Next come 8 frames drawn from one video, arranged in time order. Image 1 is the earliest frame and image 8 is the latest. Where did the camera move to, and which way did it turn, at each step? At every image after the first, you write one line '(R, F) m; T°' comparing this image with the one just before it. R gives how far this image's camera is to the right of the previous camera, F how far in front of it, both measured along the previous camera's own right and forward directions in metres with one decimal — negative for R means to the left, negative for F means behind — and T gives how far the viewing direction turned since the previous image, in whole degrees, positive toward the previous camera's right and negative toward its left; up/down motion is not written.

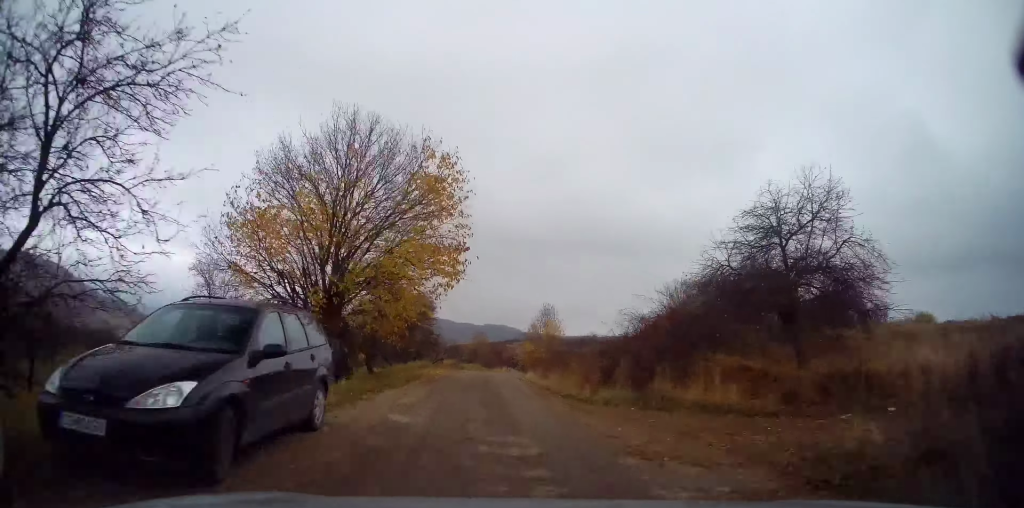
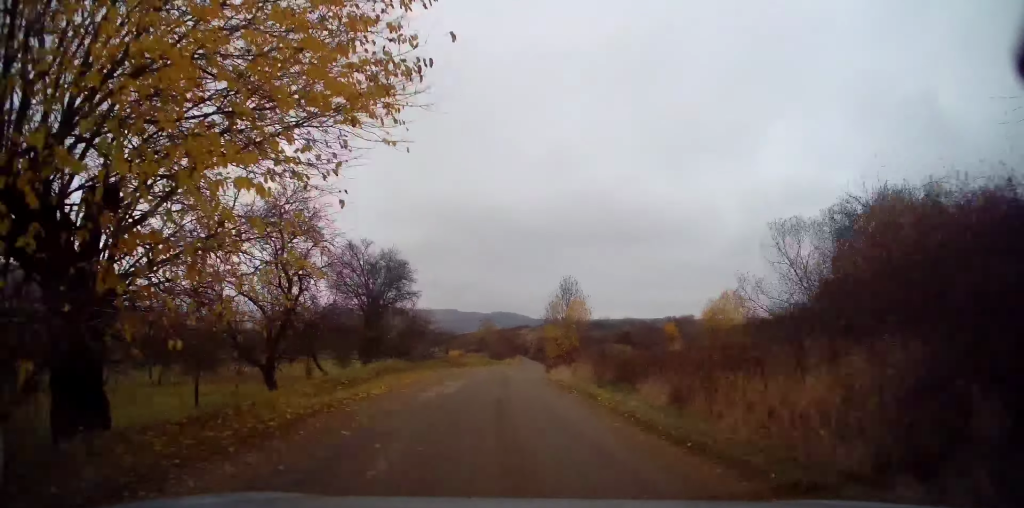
(0.0, +14.7) m; 0°
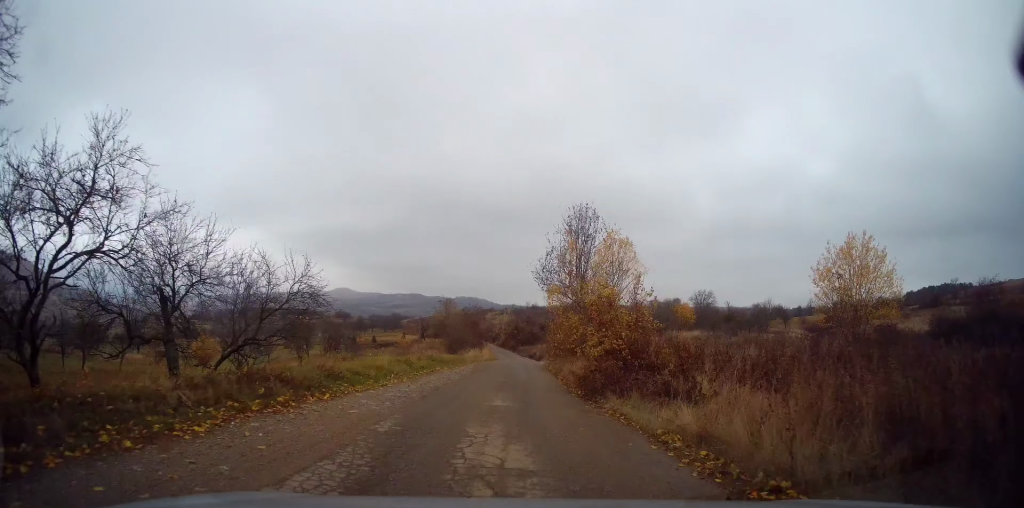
(0.0, +24.9) m; +1°
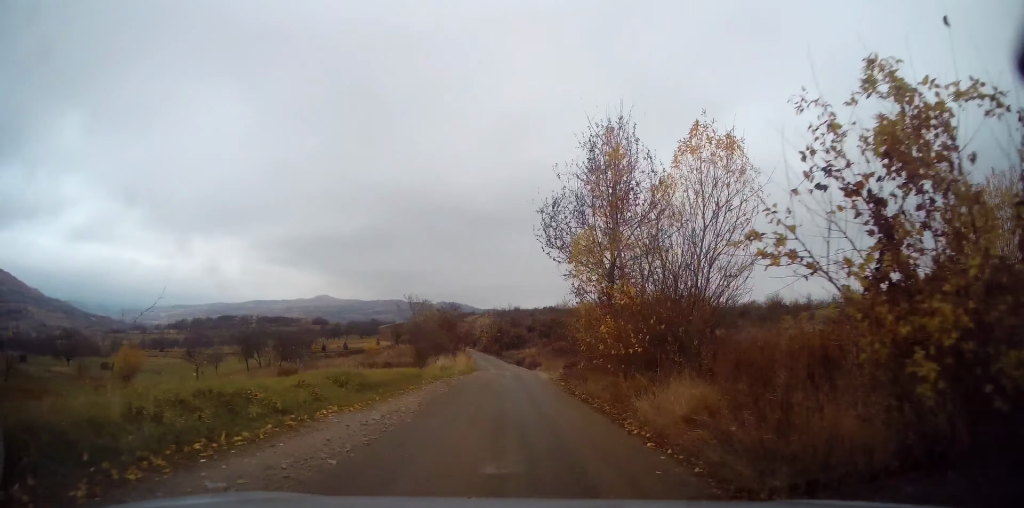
(-0.1, +12.6) m; +2°
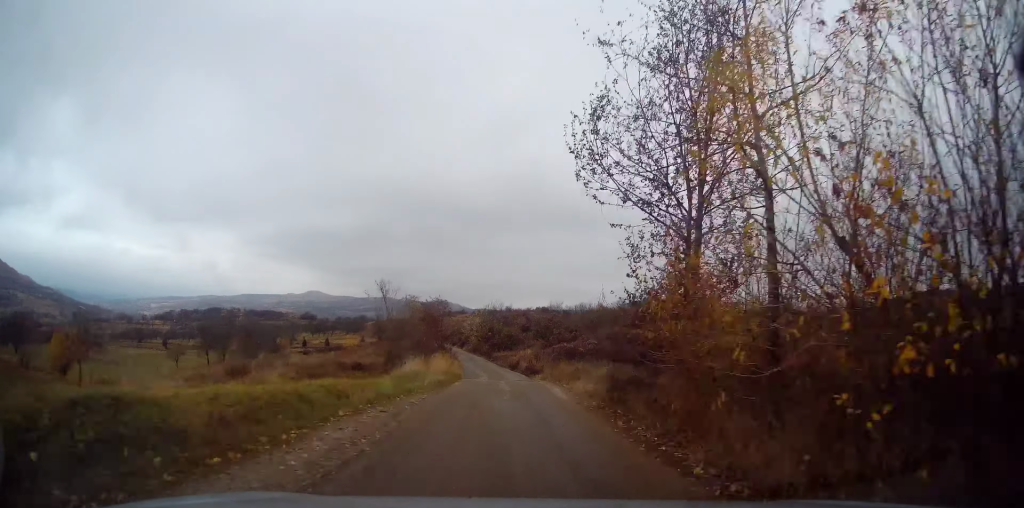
(+0.3, +8.4) m; +1°
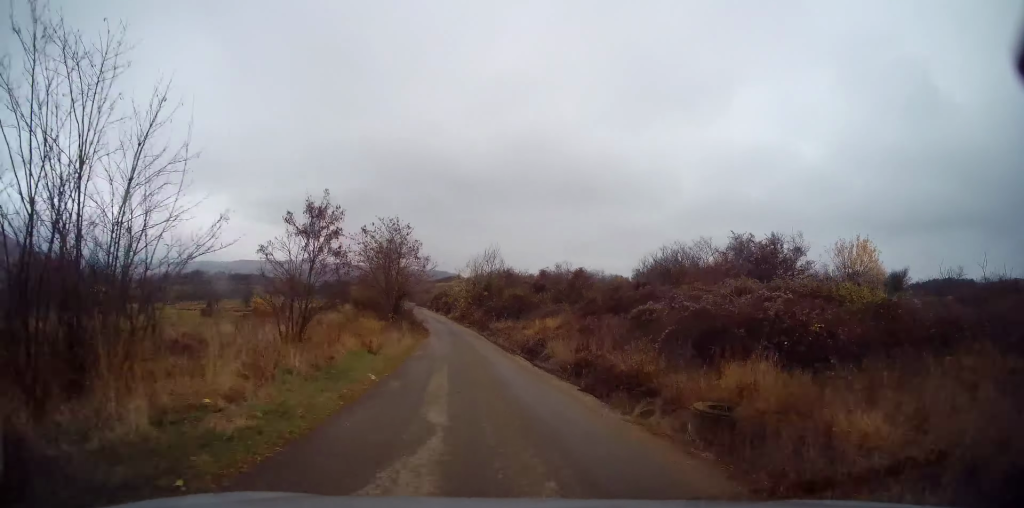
(+0.8, +29.4) m; +1°
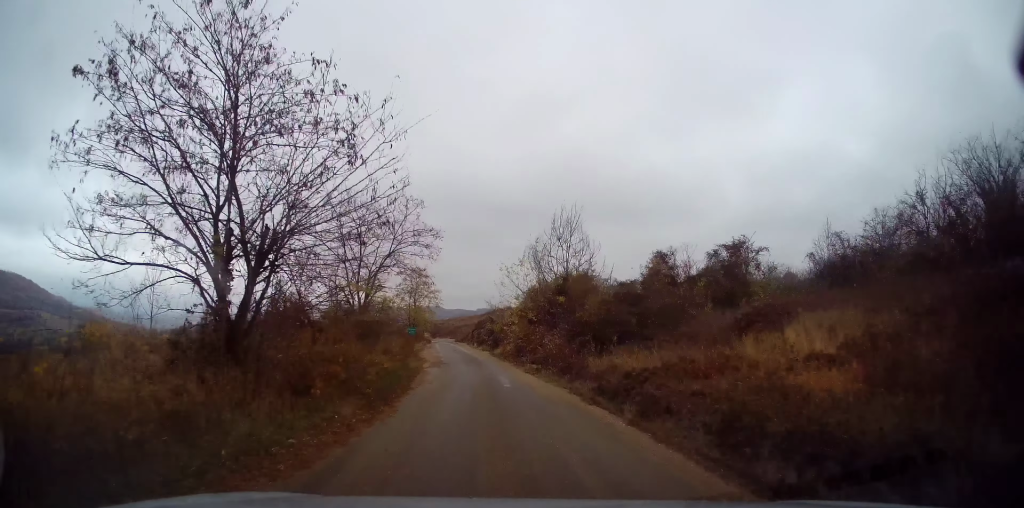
(-1.0, +27.9) m; -5°
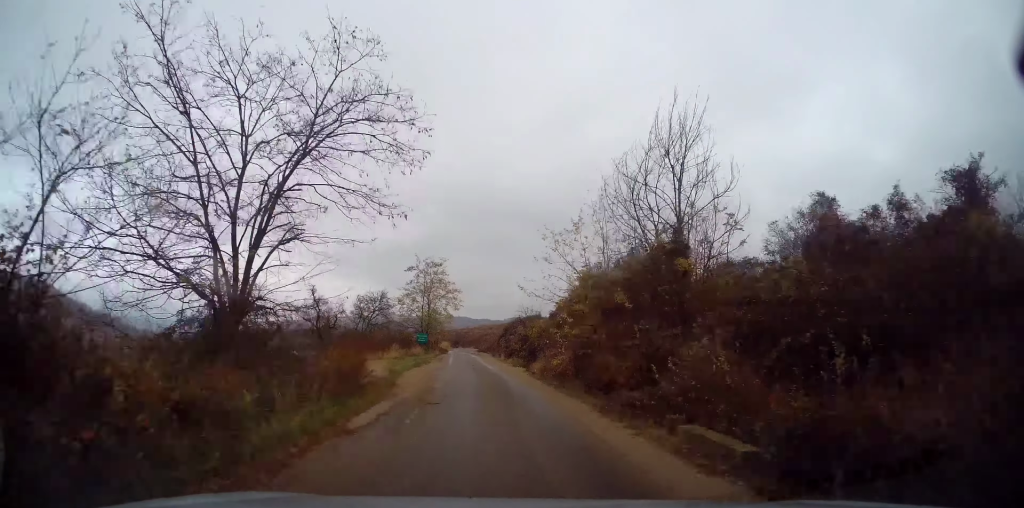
(-0.3, +14.4) m; -2°
